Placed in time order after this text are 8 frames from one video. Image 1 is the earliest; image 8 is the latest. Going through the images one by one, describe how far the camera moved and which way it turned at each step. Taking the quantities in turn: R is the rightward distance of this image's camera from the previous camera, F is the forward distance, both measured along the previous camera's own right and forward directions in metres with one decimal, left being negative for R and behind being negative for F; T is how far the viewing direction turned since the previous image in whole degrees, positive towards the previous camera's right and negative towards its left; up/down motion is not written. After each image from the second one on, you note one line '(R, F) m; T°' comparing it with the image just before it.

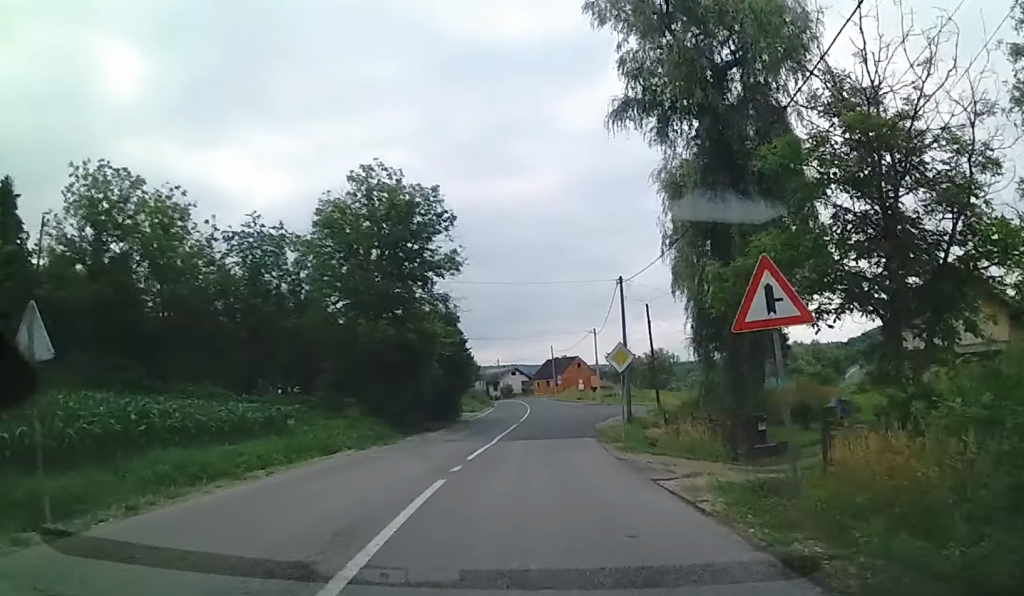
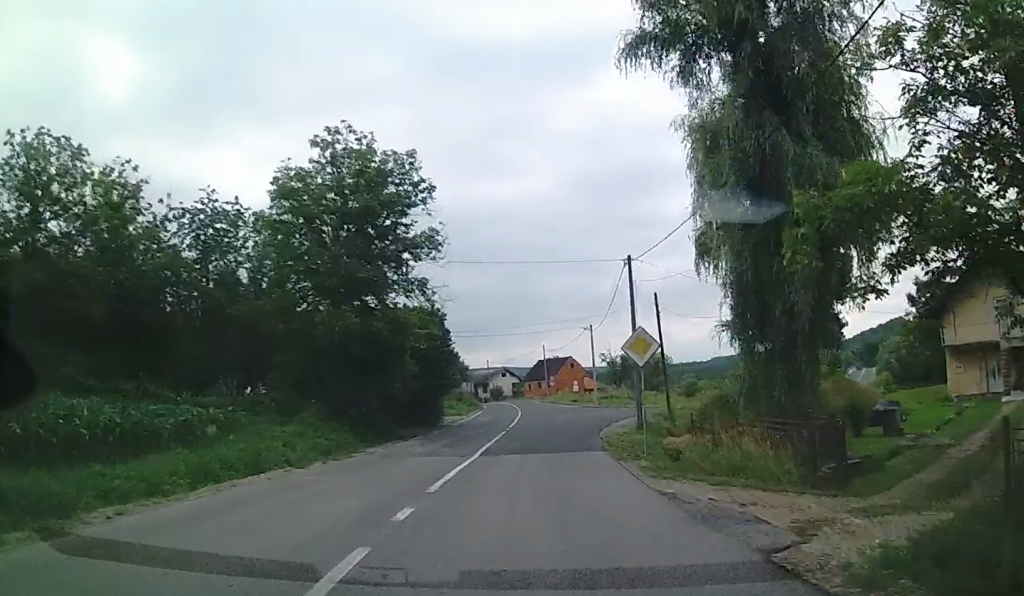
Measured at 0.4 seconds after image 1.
(0.0, +5.2) m; 0°
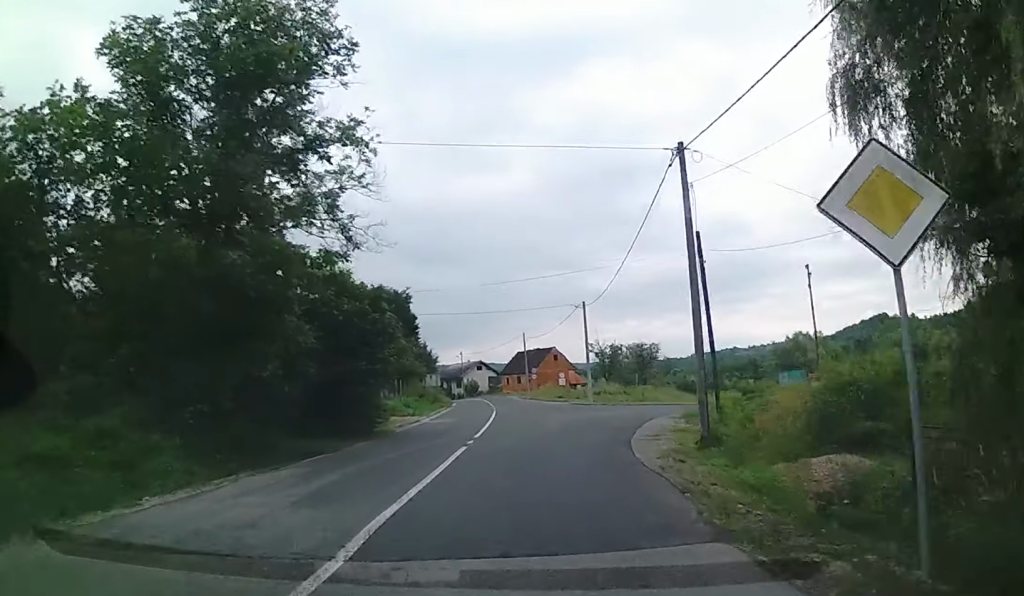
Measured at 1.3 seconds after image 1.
(+0.1, +12.0) m; 0°
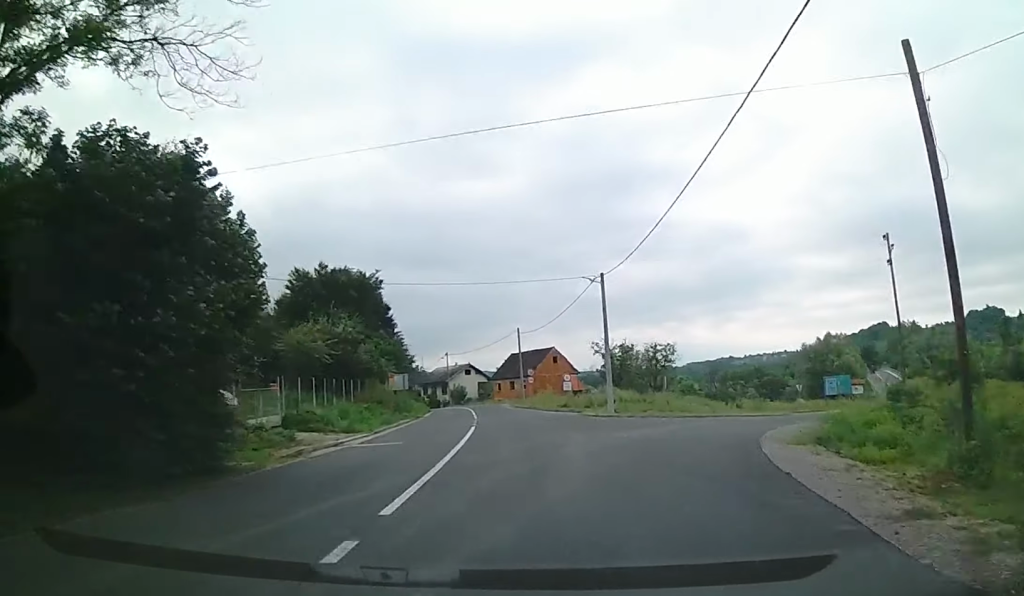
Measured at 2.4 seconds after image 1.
(-0.1, +13.7) m; -1°
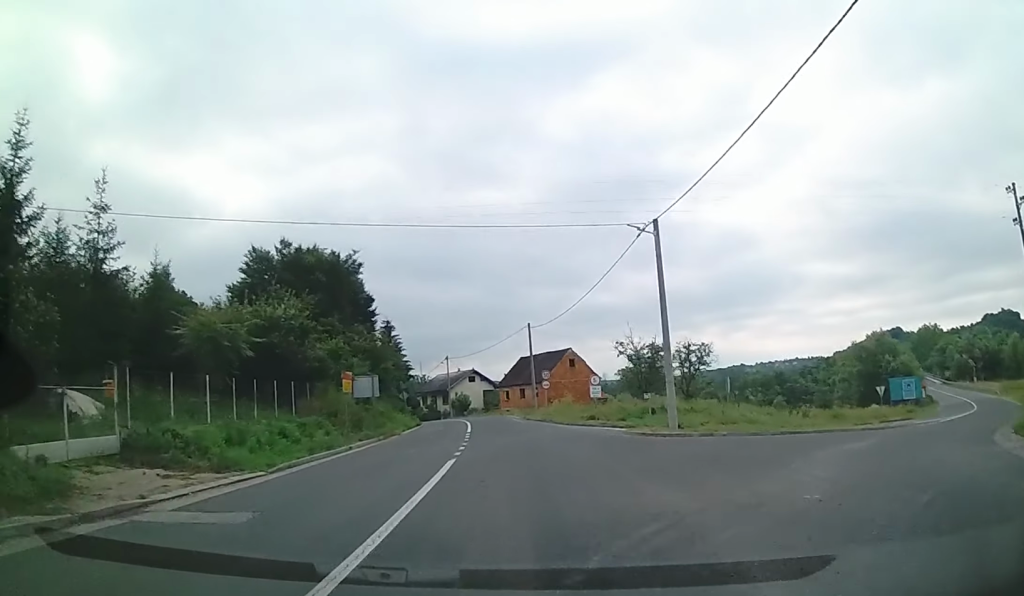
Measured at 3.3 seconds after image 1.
(-0.1, +12.0) m; -2°
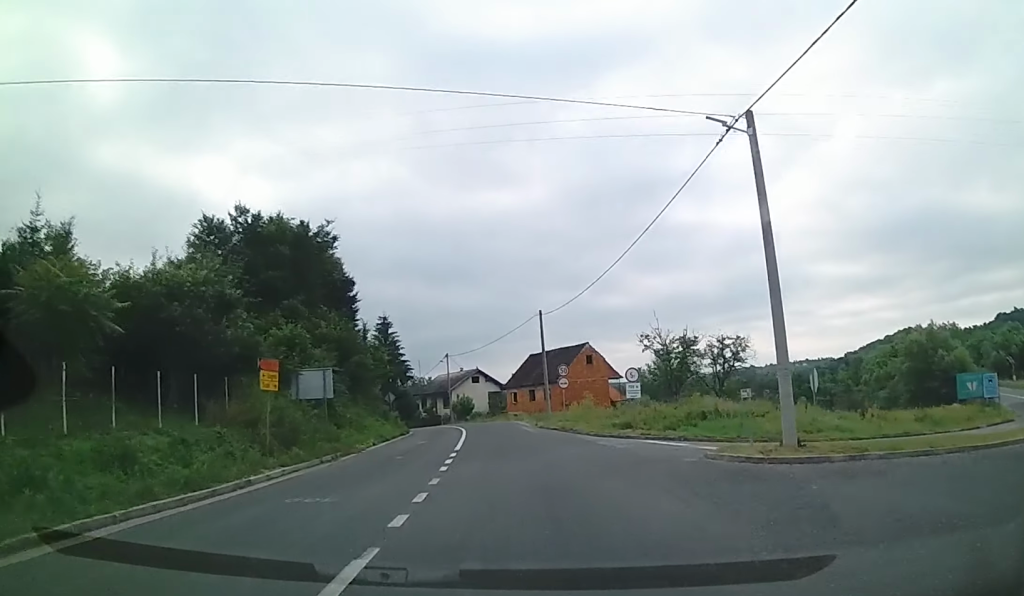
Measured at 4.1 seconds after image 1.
(-0.4, +9.5) m; 0°
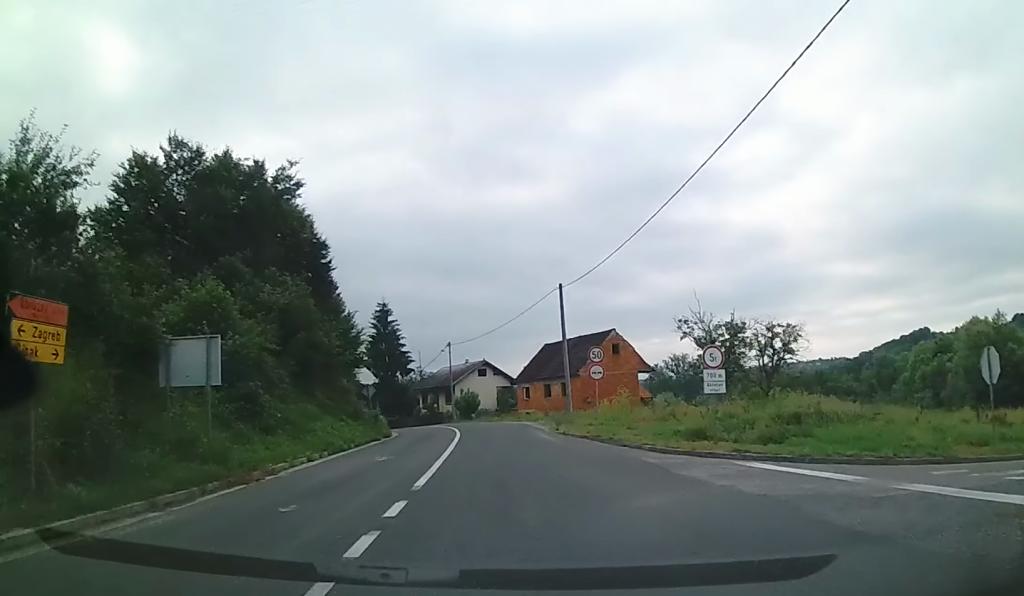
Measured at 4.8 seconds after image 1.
(+0.3, +9.8) m; -2°
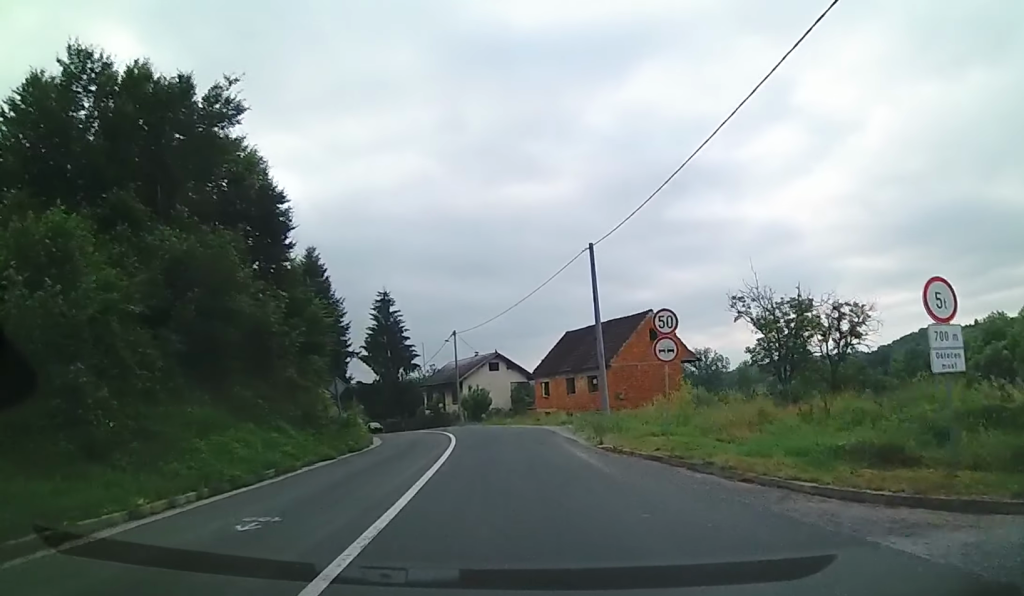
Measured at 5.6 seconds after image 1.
(-0.2, +9.3) m; -3°
